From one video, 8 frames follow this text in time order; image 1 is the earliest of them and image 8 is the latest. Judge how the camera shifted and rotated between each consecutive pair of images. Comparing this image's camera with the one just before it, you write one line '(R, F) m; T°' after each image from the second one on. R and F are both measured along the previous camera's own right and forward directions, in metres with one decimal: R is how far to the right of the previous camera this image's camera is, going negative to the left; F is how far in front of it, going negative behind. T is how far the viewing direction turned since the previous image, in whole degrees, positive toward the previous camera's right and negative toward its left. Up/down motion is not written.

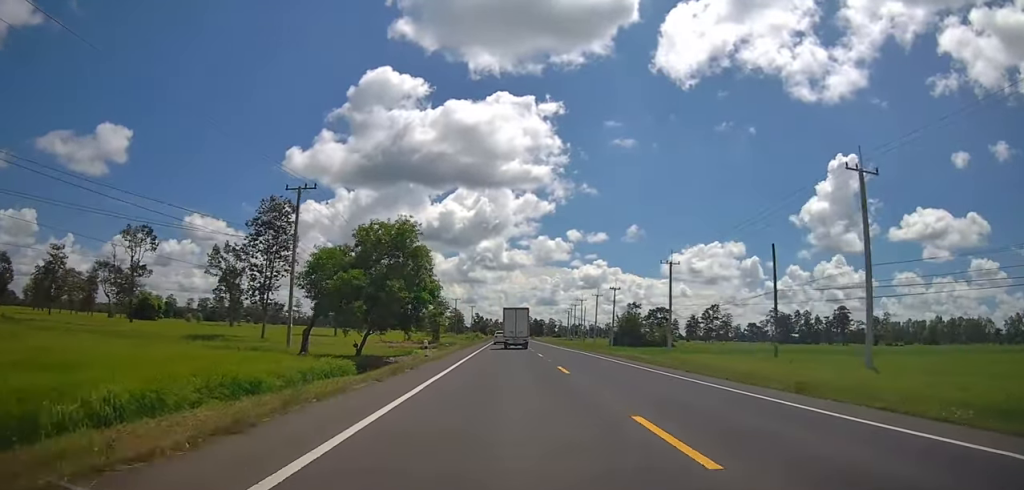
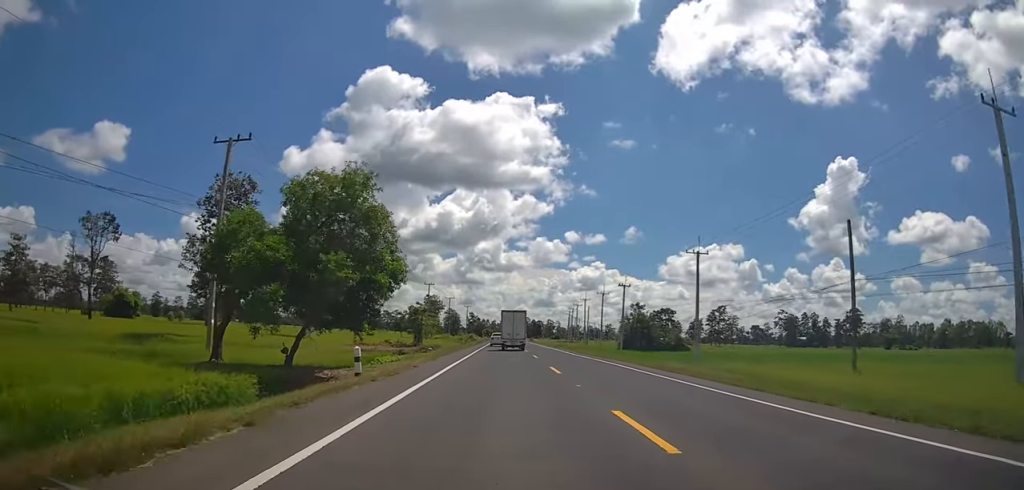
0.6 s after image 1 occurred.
(0.0, +11.1) m; 0°
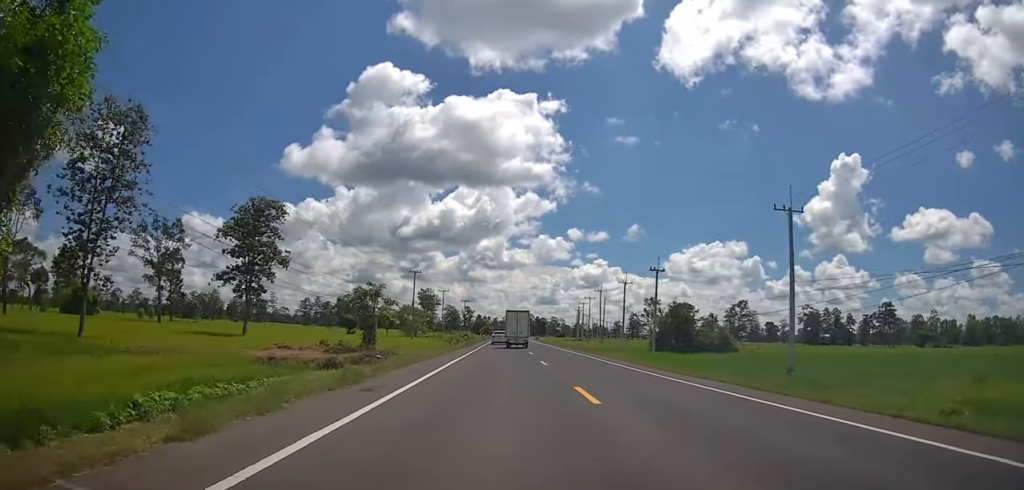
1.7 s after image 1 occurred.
(0.0, +20.1) m; -1°
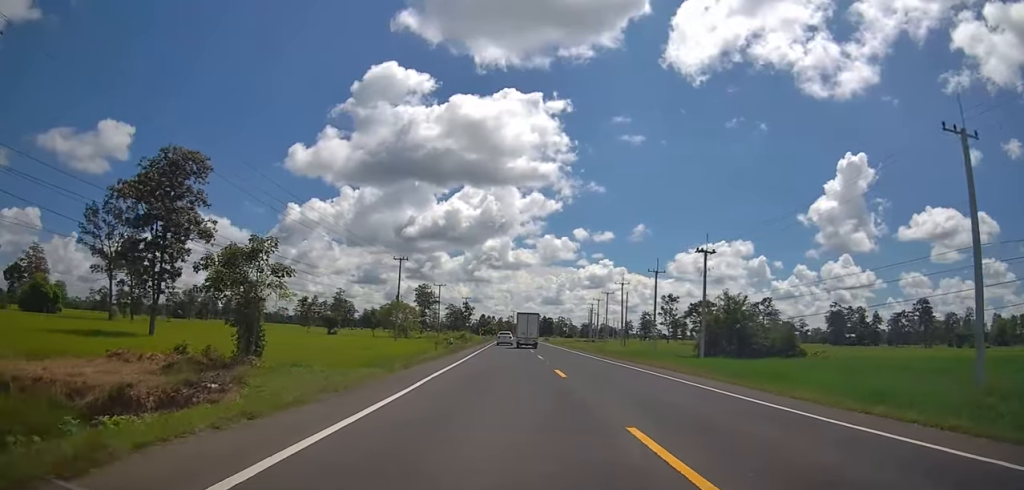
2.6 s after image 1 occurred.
(-0.1, +17.3) m; -2°
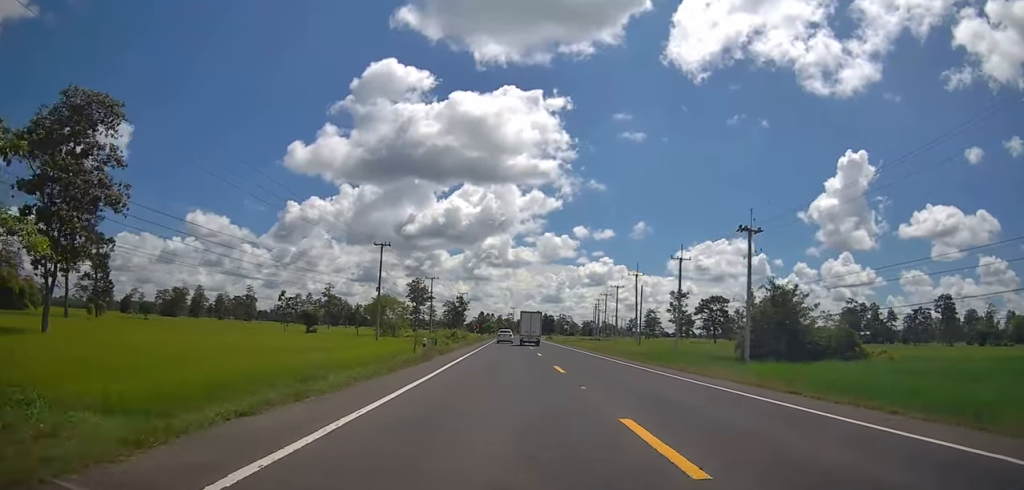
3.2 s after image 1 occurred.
(-0.5, +11.5) m; 0°
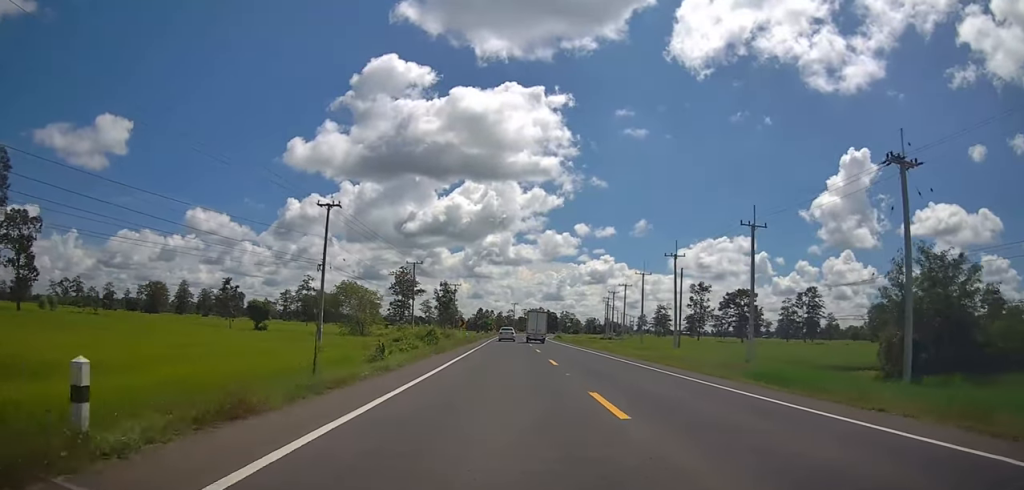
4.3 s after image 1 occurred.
(+0.5, +20.9) m; +2°
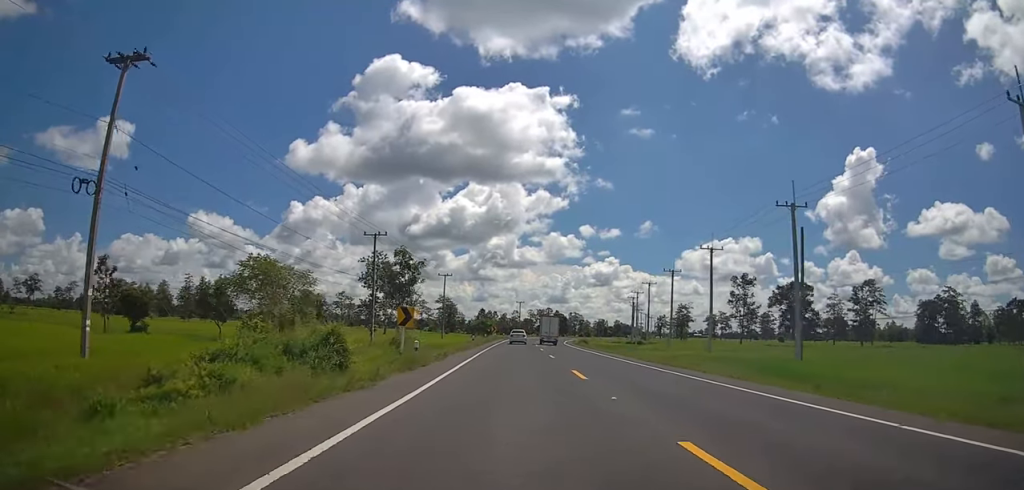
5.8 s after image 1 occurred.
(-0.4, +28.8) m; -2°
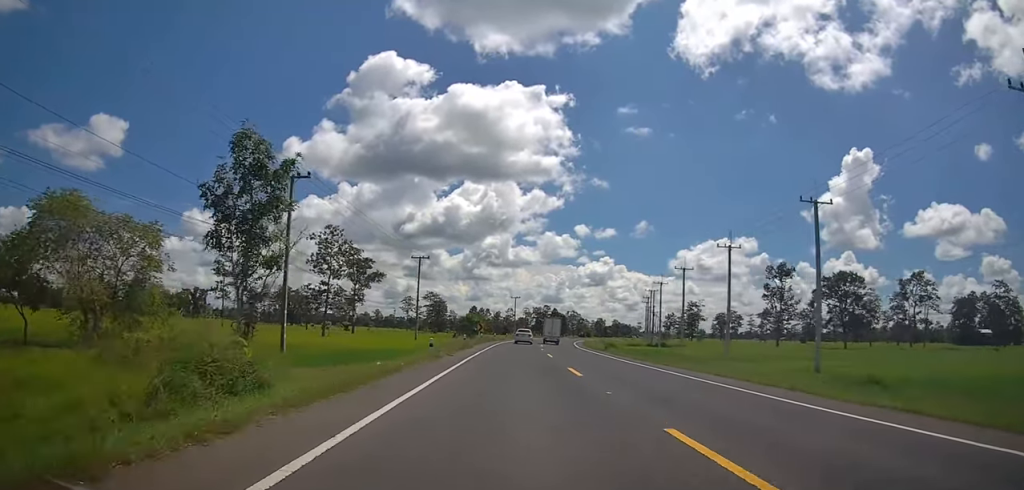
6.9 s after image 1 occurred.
(0.0, +23.1) m; +1°
